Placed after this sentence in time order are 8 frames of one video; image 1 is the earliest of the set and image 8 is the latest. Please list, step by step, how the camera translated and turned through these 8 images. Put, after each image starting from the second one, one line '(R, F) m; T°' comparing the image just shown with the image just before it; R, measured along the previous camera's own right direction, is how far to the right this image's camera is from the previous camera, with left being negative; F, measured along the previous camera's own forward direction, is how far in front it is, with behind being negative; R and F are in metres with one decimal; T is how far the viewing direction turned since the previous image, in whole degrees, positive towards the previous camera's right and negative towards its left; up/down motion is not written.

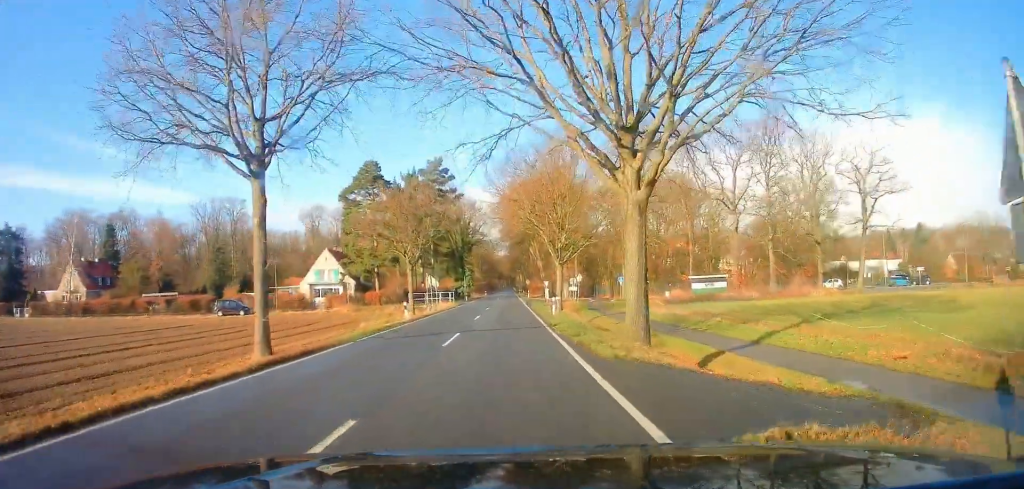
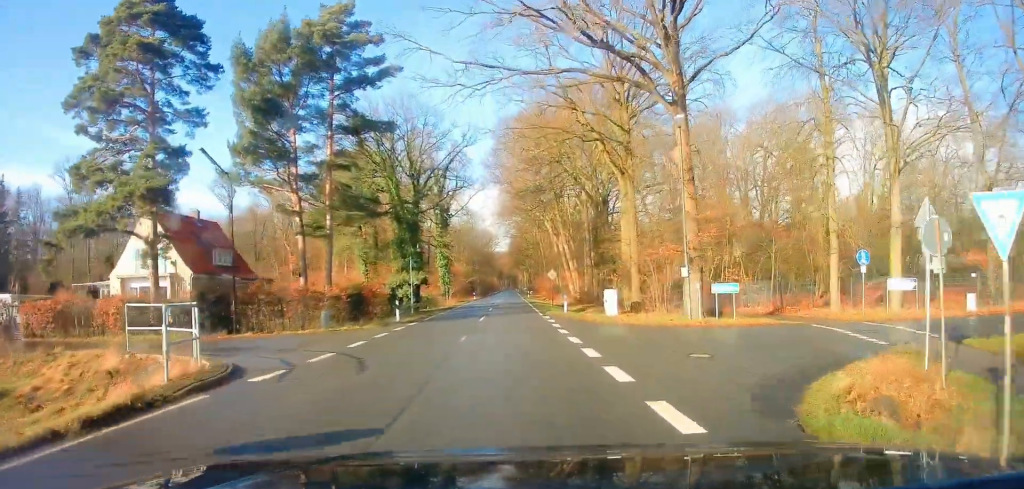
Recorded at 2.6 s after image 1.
(+0.8, +48.5) m; 0°
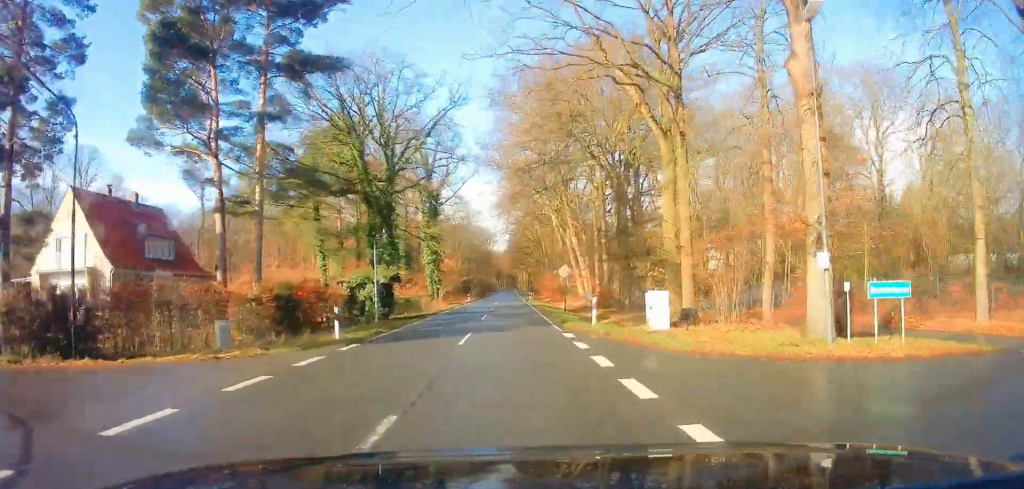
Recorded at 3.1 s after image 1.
(-0.3, +10.0) m; 0°
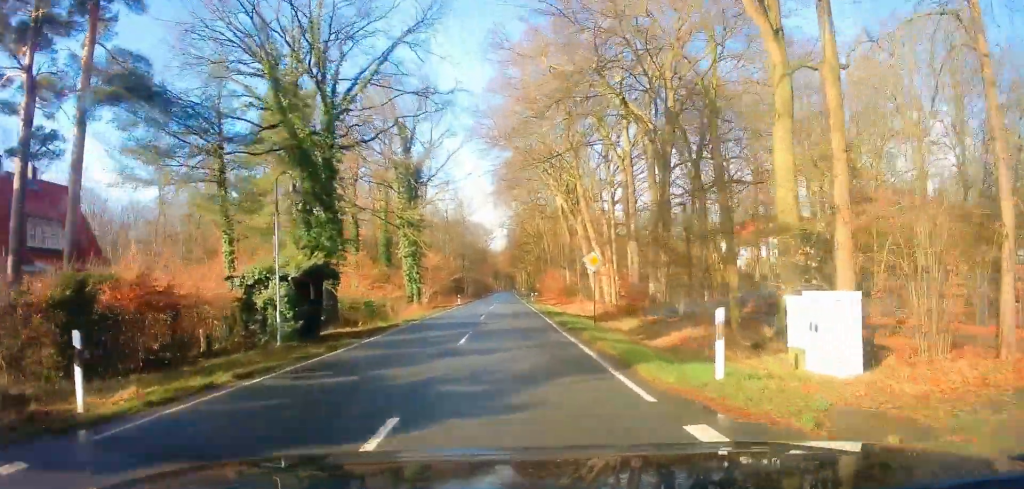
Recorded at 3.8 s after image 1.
(+0.3, +11.8) m; +1°
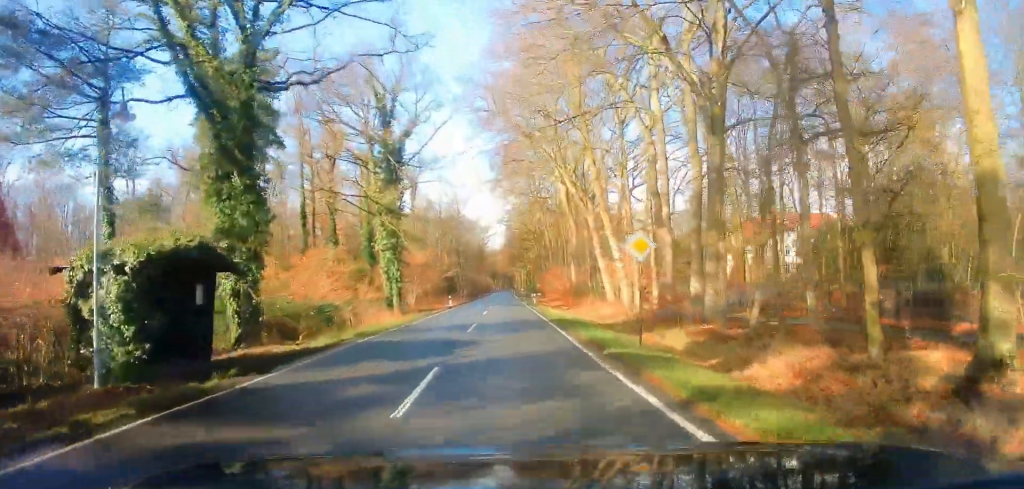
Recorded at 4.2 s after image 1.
(+0.1, +7.7) m; +1°
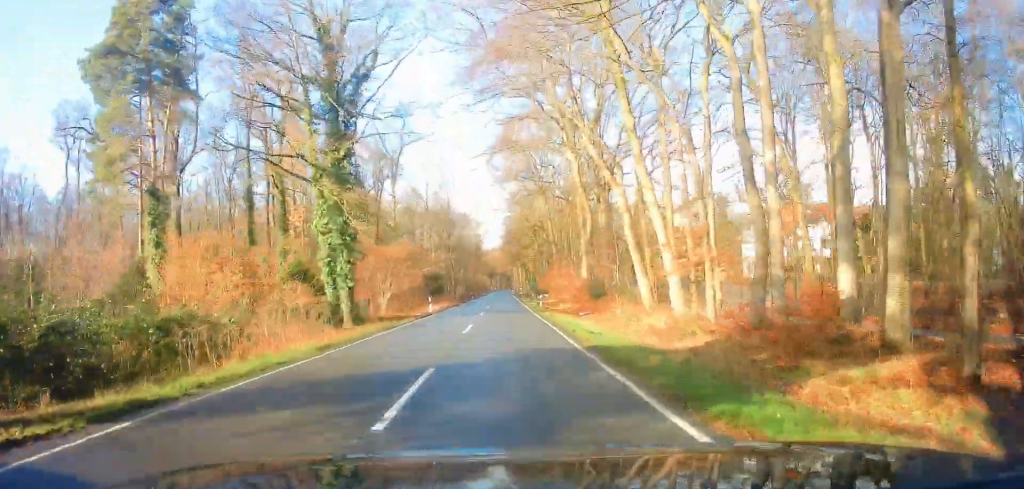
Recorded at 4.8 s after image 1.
(0.0, +12.0) m; 0°
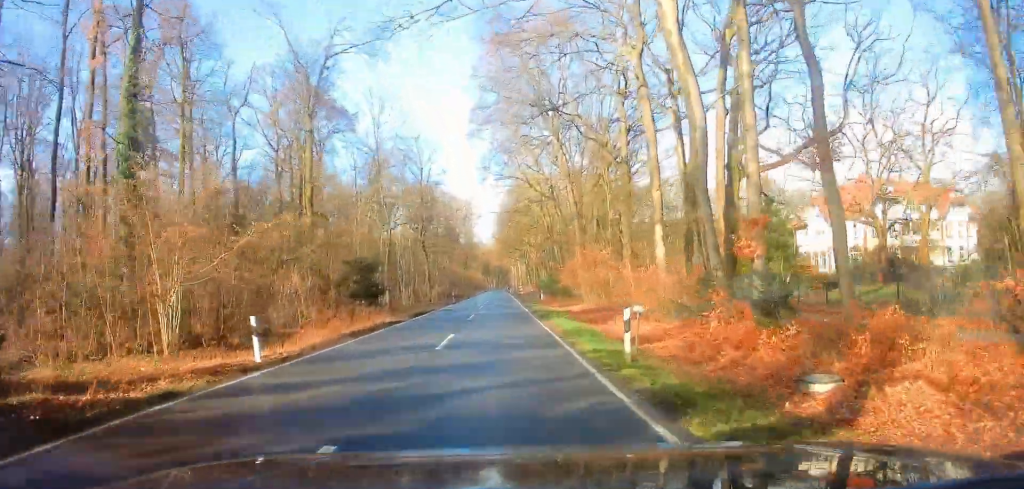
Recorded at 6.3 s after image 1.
(0.0, +28.5) m; 0°
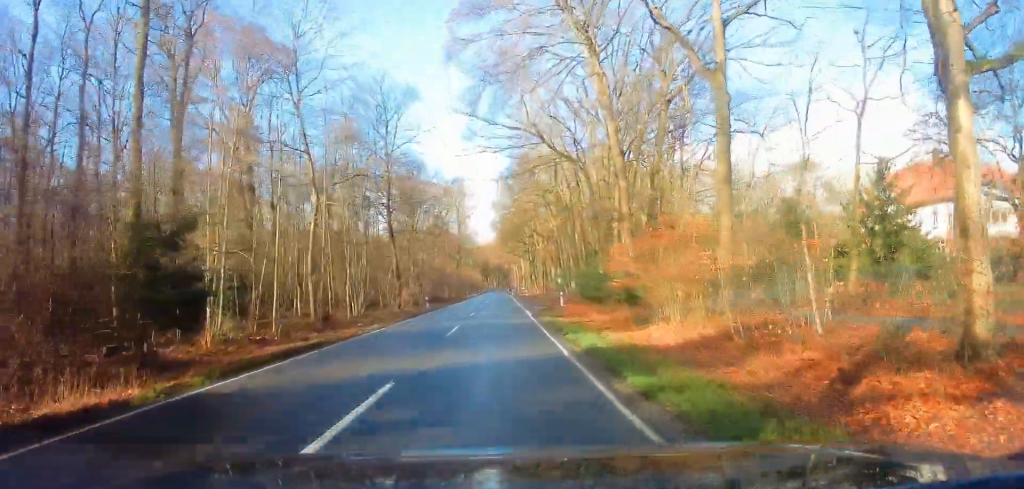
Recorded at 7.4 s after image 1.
(0.0, +20.6) m; 0°
